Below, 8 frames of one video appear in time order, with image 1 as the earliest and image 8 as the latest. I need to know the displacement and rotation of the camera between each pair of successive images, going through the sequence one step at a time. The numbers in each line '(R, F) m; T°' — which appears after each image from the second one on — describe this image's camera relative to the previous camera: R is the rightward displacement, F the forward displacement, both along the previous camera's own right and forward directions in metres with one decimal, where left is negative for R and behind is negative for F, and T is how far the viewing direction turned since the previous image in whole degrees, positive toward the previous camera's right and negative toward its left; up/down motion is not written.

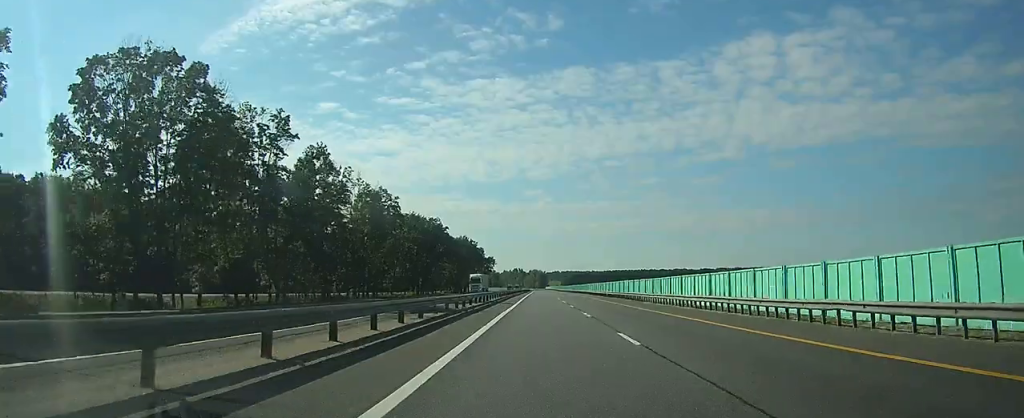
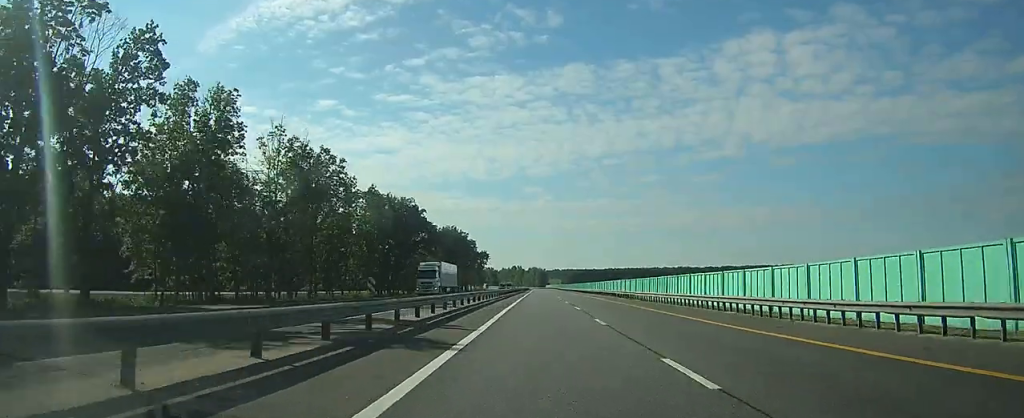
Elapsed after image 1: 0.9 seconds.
(0.0, +30.3) m; 0°
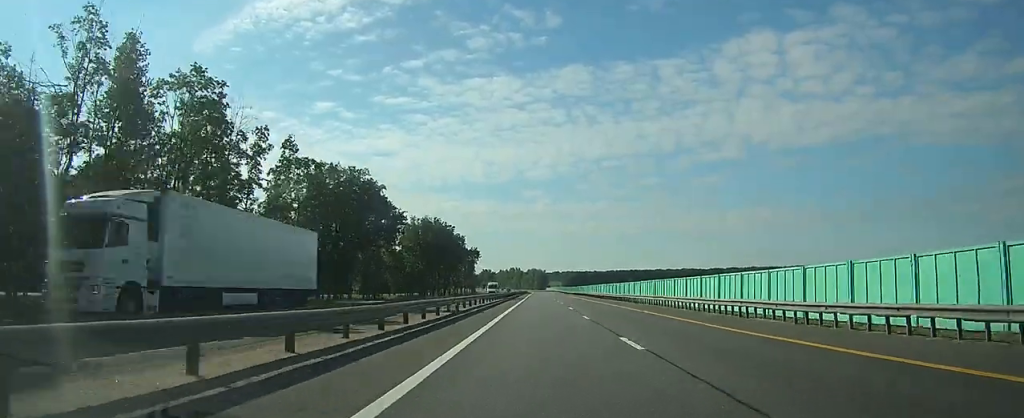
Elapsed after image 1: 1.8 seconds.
(0.0, +31.5) m; 0°
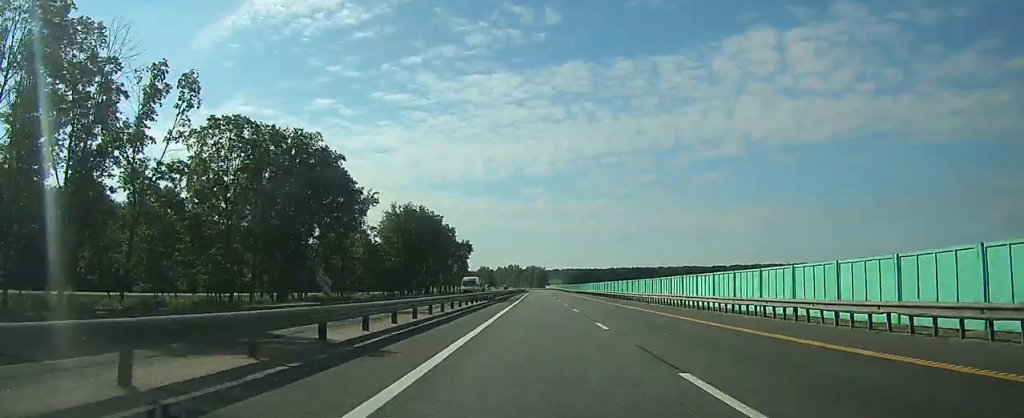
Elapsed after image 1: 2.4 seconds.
(0.0, +19.2) m; 0°
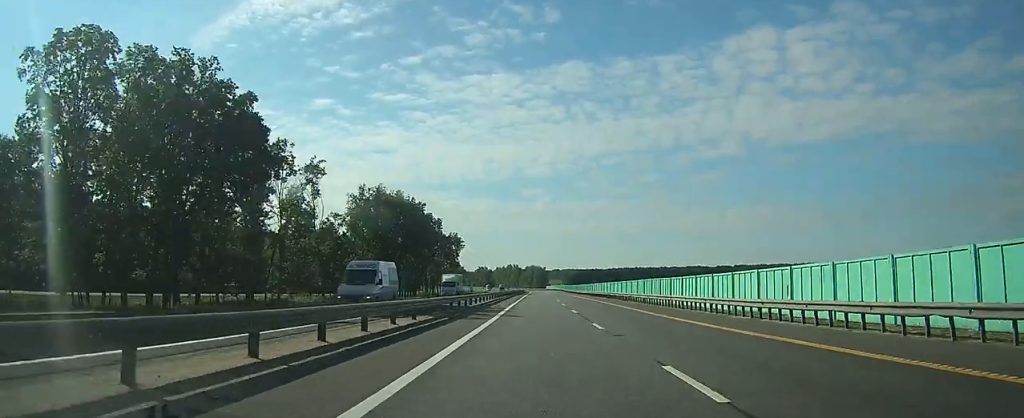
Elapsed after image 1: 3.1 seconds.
(-0.1, +23.8) m; 0°
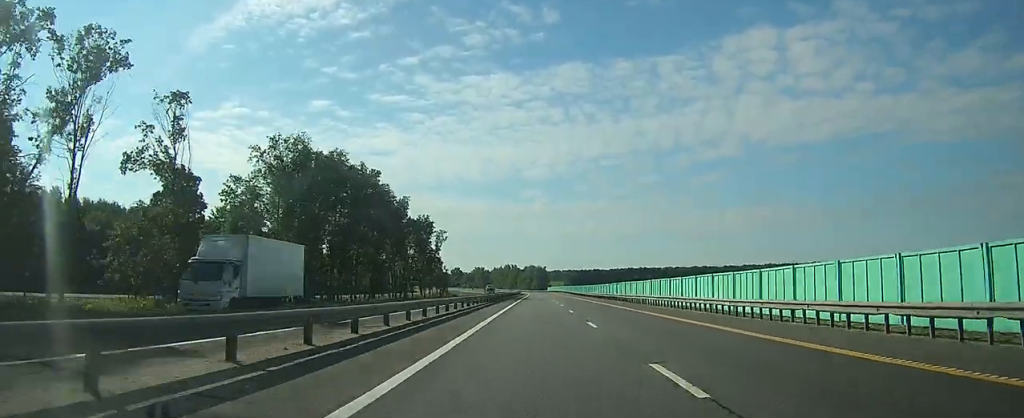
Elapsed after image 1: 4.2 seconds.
(0.0, +36.4) m; 0°
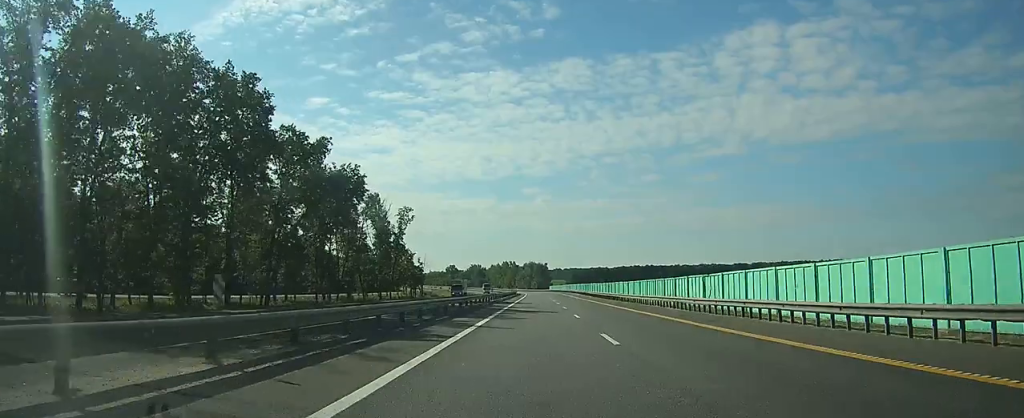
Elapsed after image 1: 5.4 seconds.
(0.0, +42.1) m; 0°
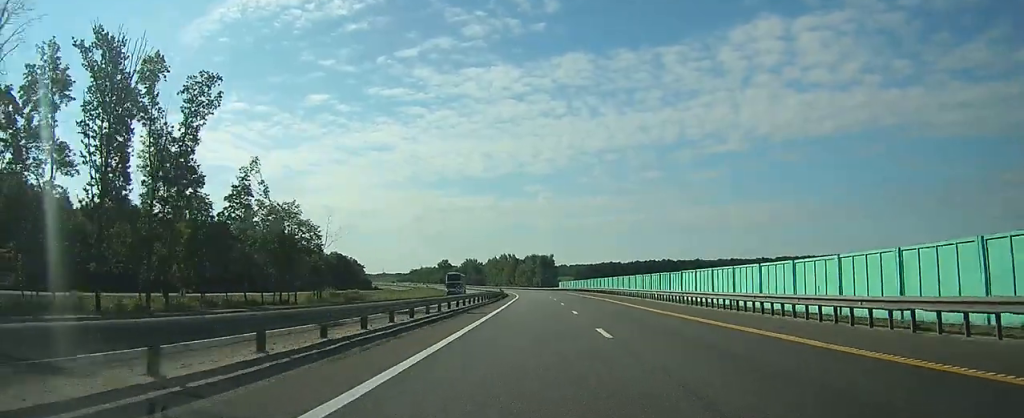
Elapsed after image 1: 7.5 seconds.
(-0.2, +73.2) m; 0°
